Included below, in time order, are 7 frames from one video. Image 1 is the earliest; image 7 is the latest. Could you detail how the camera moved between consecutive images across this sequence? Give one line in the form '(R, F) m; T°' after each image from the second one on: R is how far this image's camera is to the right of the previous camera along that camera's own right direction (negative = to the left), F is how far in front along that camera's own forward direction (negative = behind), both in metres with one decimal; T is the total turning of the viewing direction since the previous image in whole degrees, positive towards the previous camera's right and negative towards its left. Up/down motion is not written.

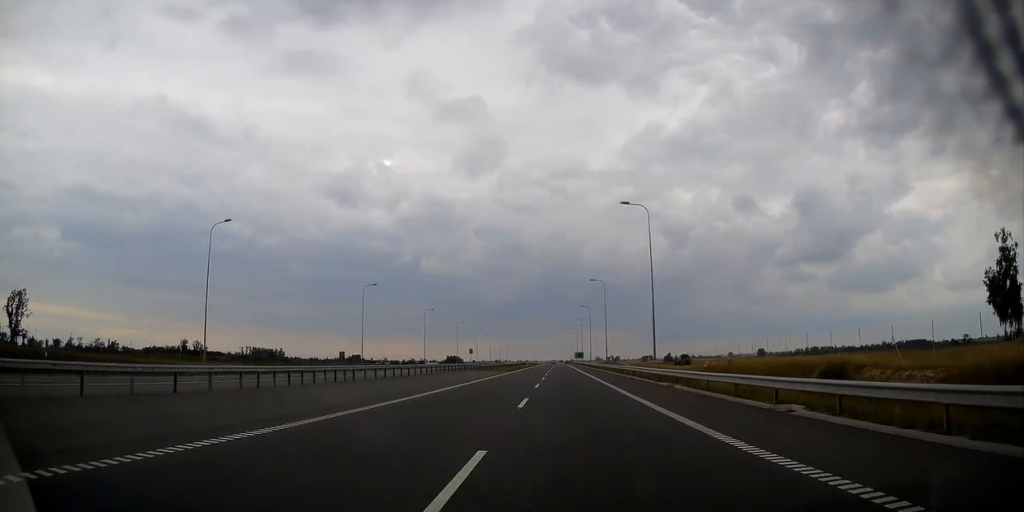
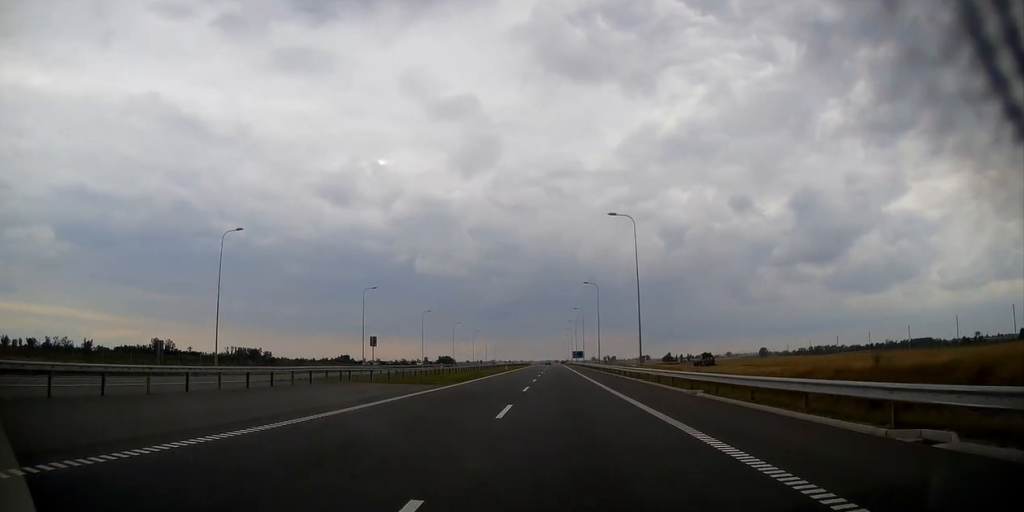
(+0.1, +39.2) m; 0°
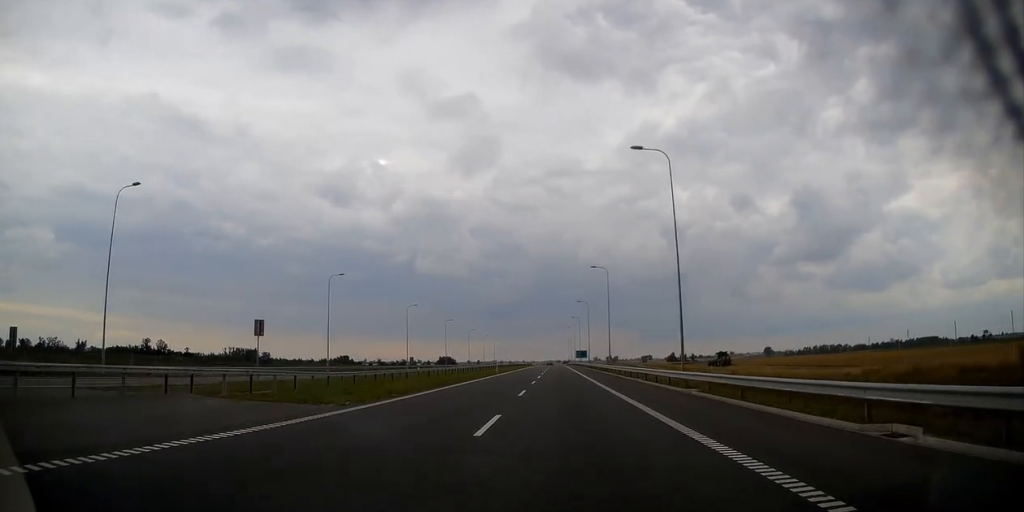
(+0.1, +15.2) m; 0°
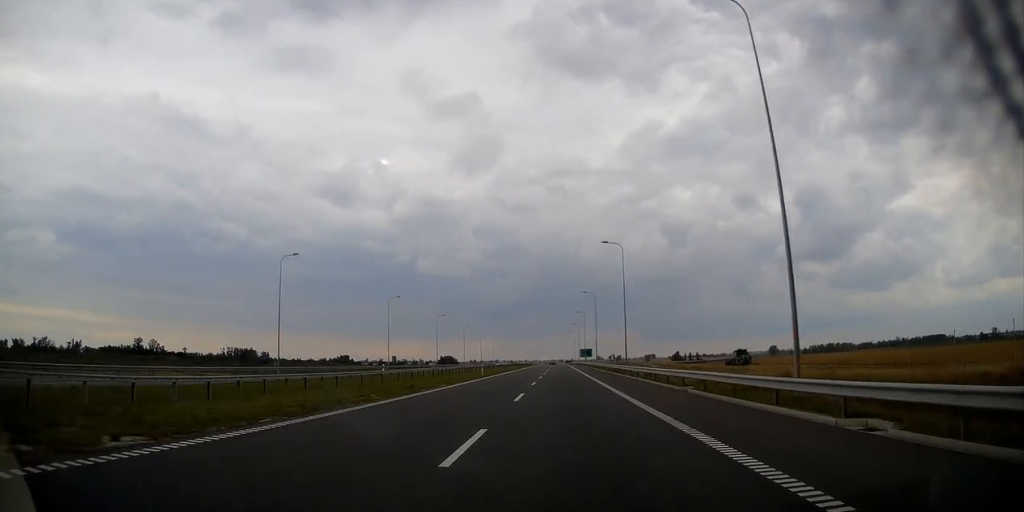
(+0.1, +15.2) m; 0°
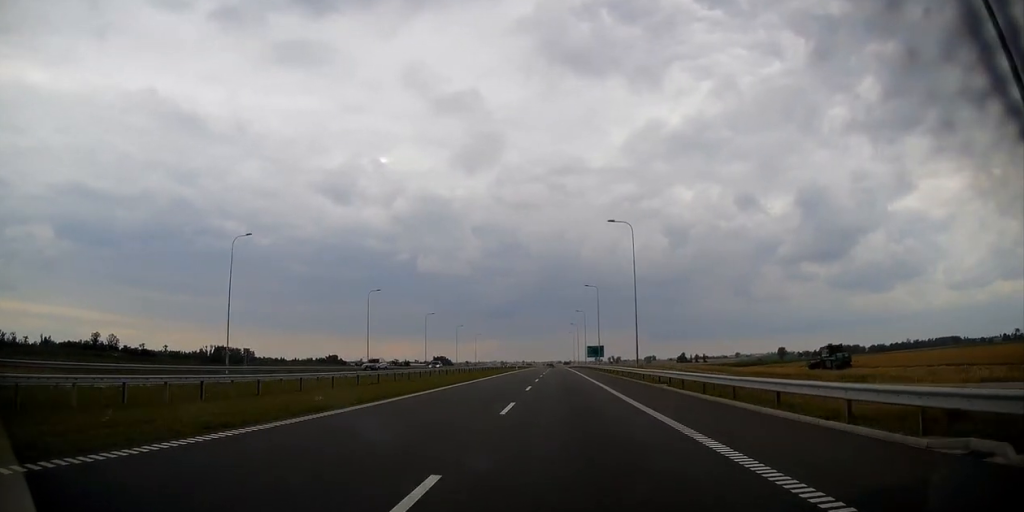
(-0.3, +52.7) m; 0°
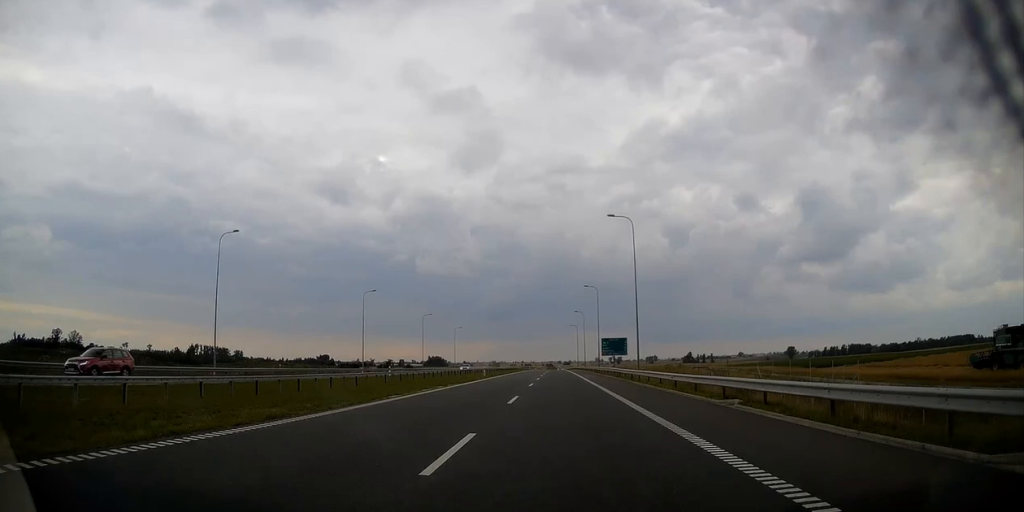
(+0.1, +44.0) m; 0°
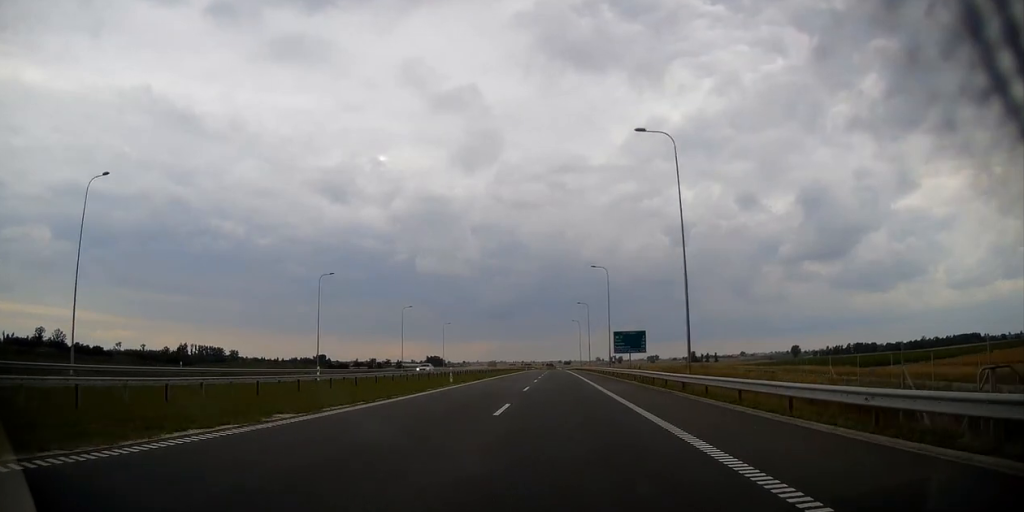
(0.0, +17.9) m; 0°
